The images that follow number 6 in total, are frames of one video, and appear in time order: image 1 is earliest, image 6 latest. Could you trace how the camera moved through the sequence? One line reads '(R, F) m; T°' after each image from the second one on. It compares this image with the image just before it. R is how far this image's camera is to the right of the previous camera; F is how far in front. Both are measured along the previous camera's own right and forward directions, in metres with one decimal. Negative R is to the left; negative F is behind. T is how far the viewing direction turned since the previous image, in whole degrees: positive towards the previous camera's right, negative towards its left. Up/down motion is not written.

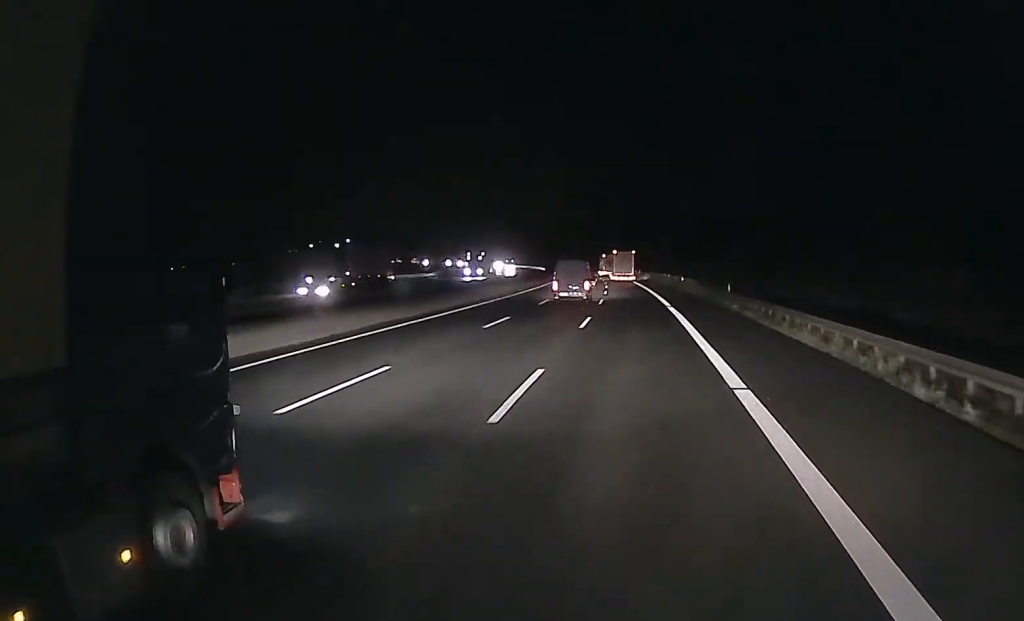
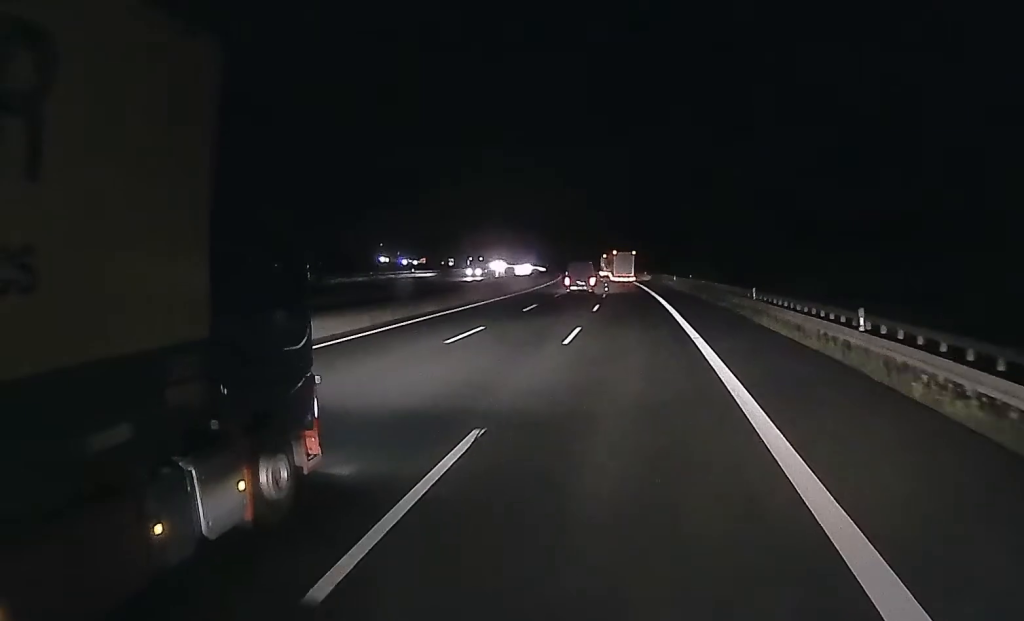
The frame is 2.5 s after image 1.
(-0.6, +60.4) m; -2°
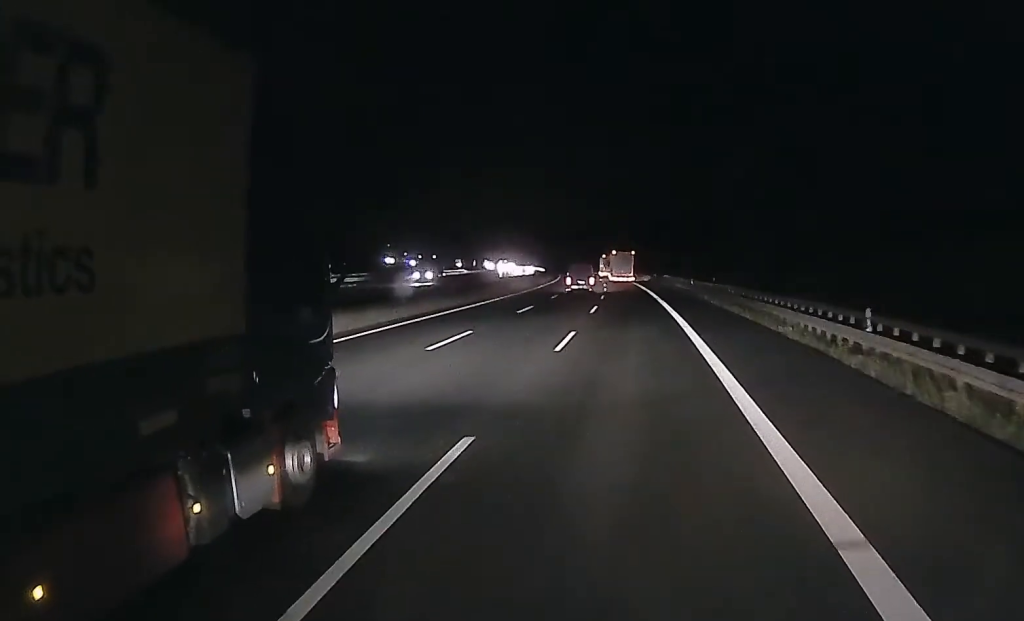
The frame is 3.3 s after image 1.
(-0.2, +19.3) m; -1°
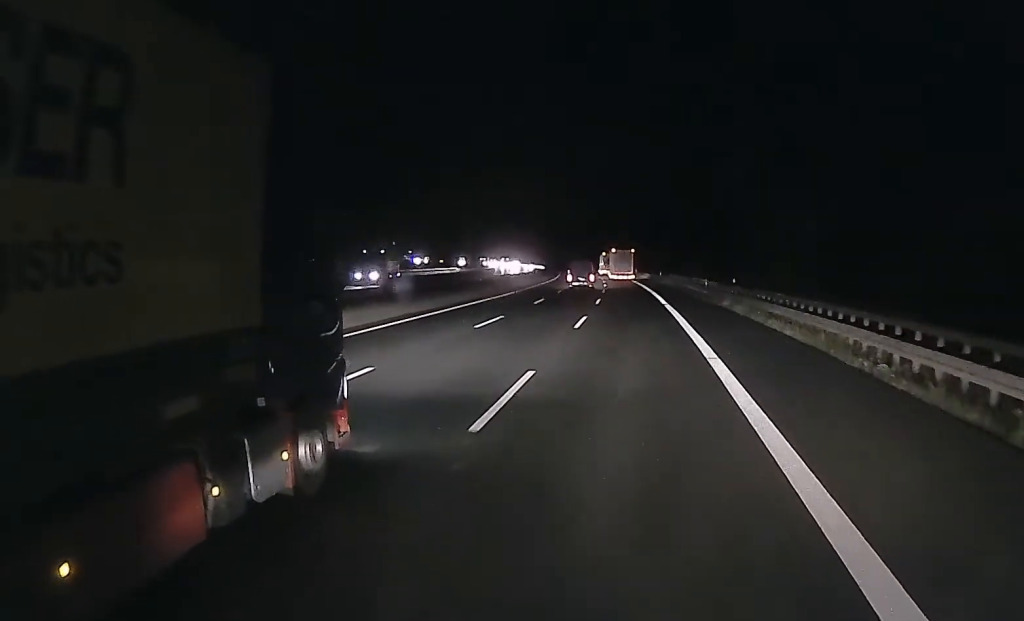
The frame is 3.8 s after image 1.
(0.0, +10.9) m; 0°
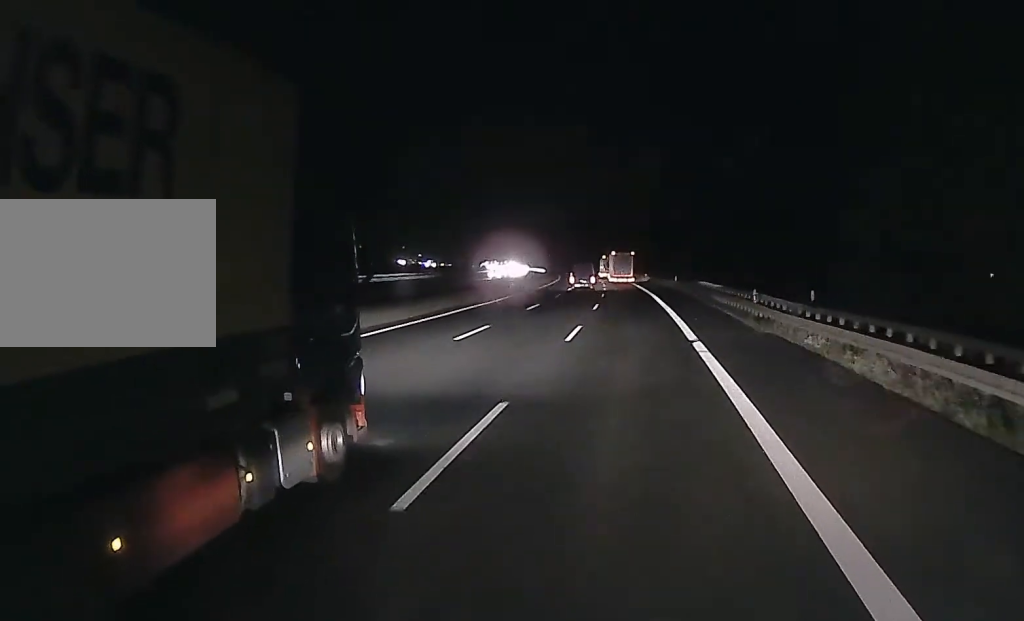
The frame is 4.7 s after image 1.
(0.0, +21.3) m; -2°
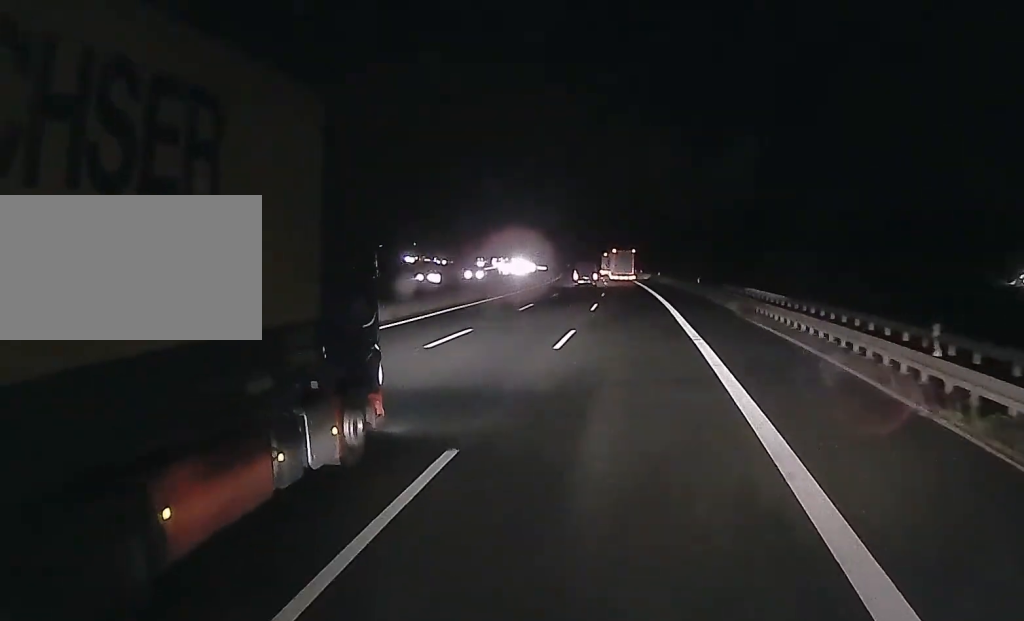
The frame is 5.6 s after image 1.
(-0.8, +21.5) m; 0°
